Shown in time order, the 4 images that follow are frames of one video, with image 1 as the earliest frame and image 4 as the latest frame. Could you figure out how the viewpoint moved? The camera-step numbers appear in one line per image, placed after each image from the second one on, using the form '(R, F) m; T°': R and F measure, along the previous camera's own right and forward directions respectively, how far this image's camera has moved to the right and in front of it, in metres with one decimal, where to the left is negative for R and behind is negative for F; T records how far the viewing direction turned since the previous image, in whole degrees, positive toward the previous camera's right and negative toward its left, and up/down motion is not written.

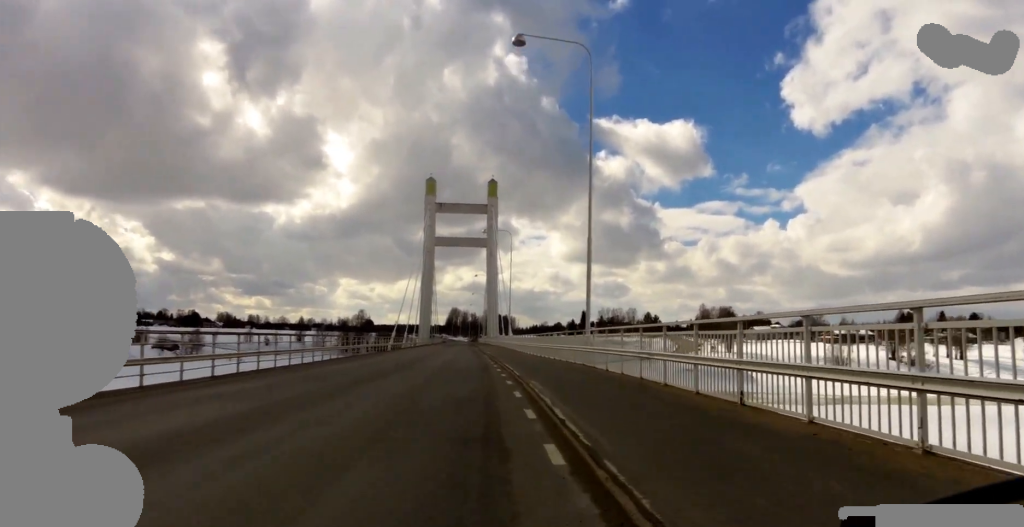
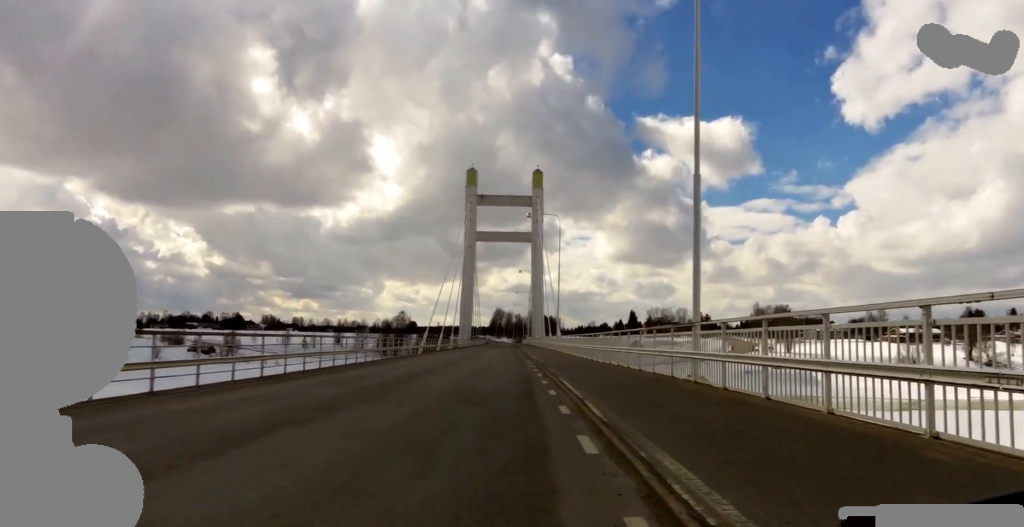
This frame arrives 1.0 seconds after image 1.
(+0.4, +8.4) m; +1°
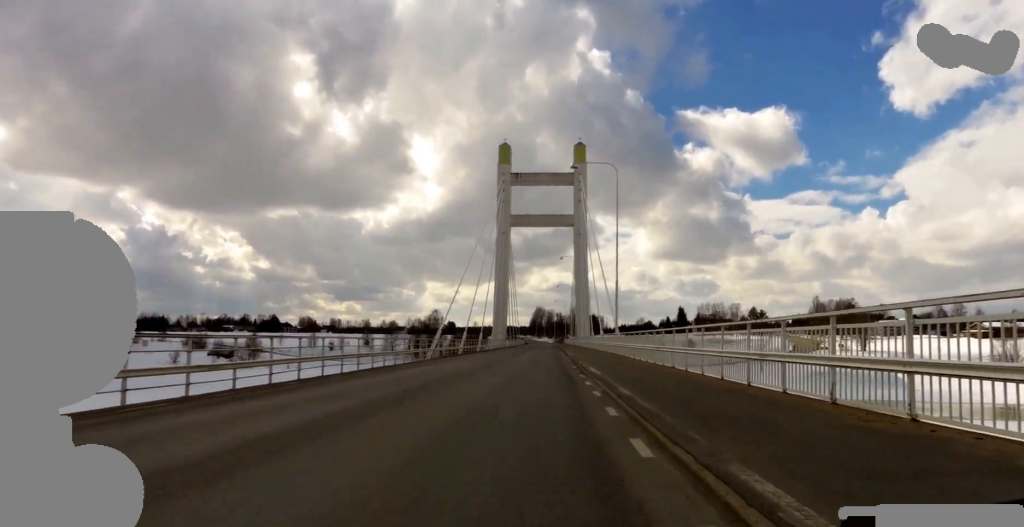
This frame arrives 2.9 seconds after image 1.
(-0.7, +14.8) m; -1°
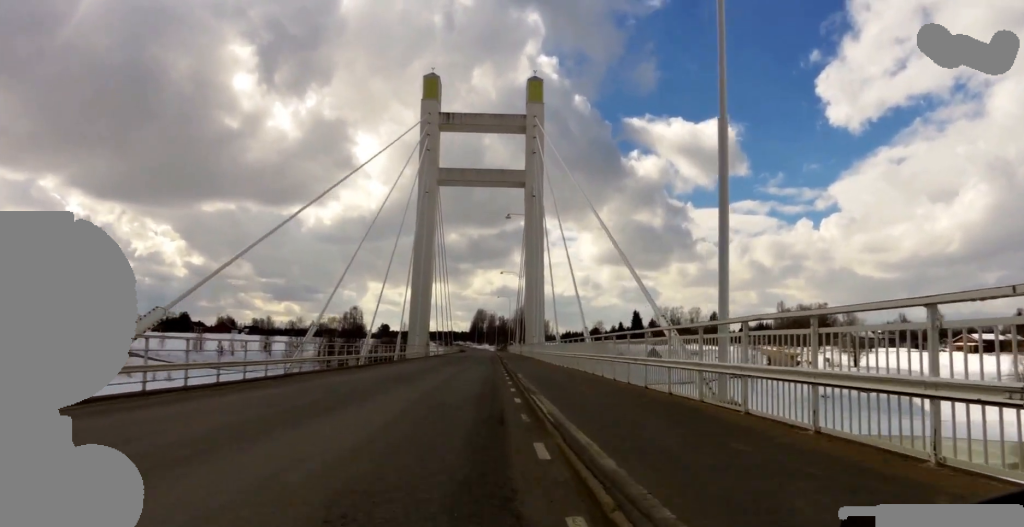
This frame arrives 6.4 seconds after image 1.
(+0.9, +29.0) m; +4°
